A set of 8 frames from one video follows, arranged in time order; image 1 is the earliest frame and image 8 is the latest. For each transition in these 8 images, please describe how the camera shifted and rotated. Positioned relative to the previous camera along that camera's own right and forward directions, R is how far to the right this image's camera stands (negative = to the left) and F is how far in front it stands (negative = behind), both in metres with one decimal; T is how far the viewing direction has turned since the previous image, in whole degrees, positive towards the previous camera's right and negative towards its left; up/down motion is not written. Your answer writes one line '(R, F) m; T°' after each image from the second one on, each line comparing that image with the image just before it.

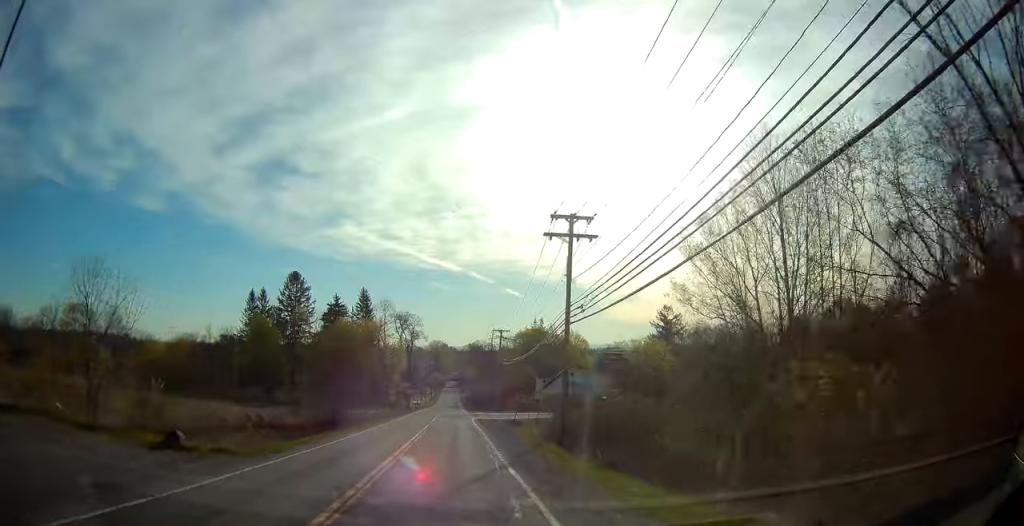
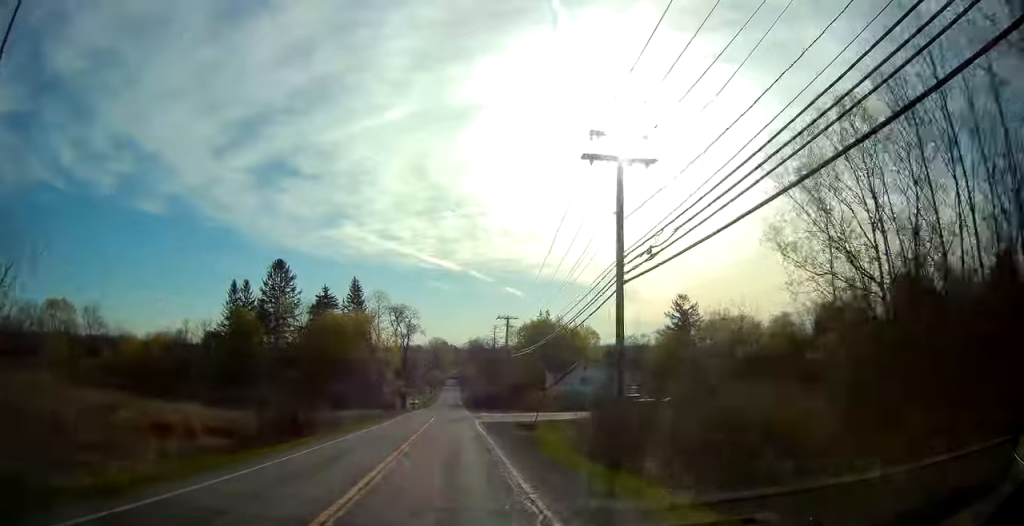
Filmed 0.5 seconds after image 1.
(0.0, +10.6) m; 0°
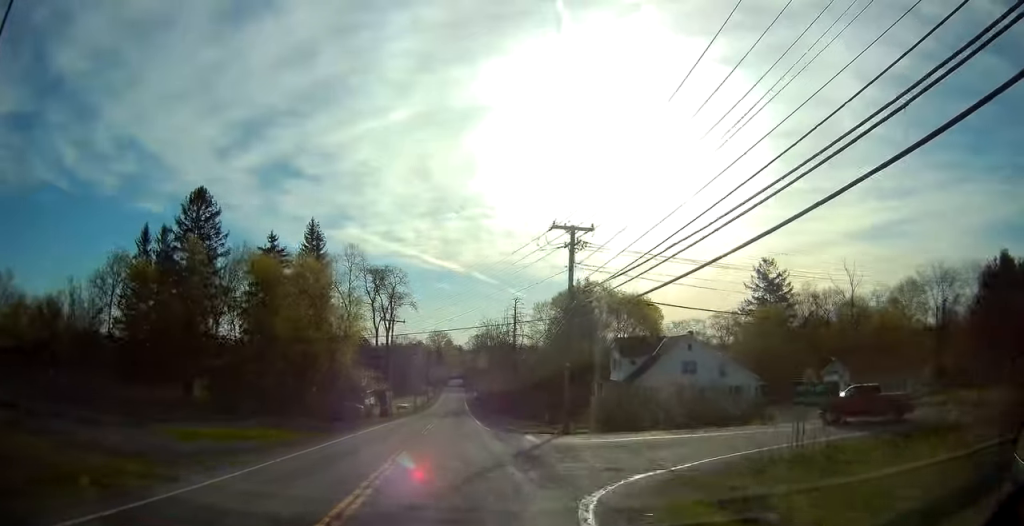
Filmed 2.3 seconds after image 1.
(-0.6, +37.4) m; -2°
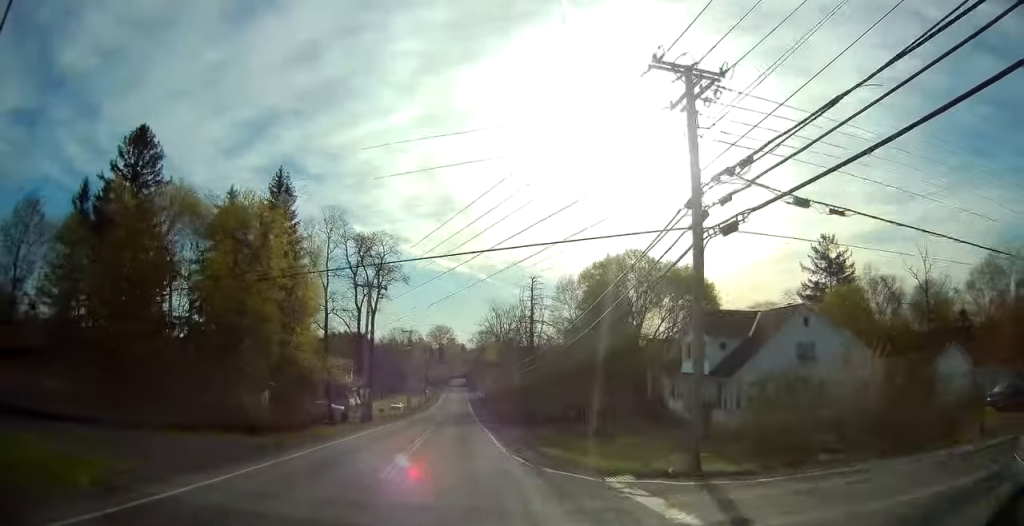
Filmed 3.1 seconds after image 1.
(0.0, +17.2) m; 0°
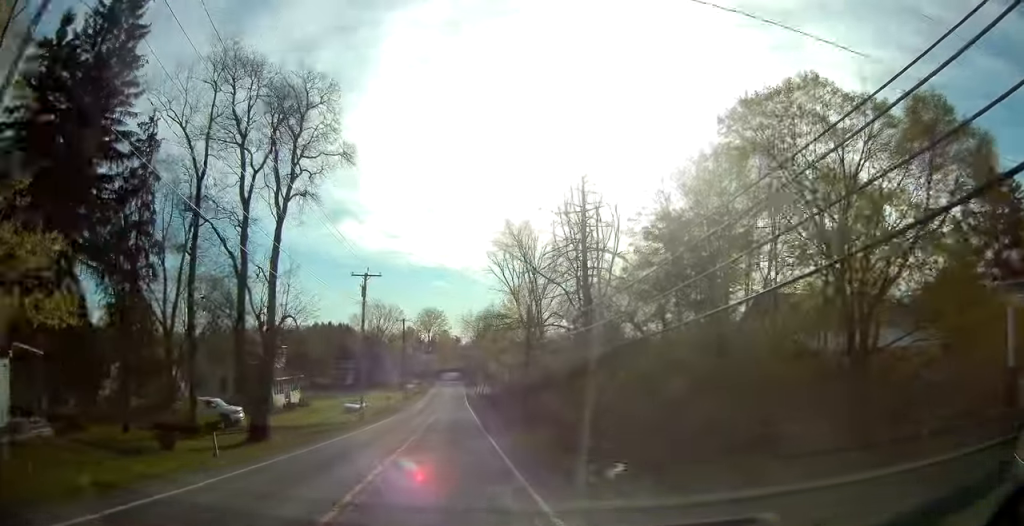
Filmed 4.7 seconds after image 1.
(+0.1, +35.3) m; +1°
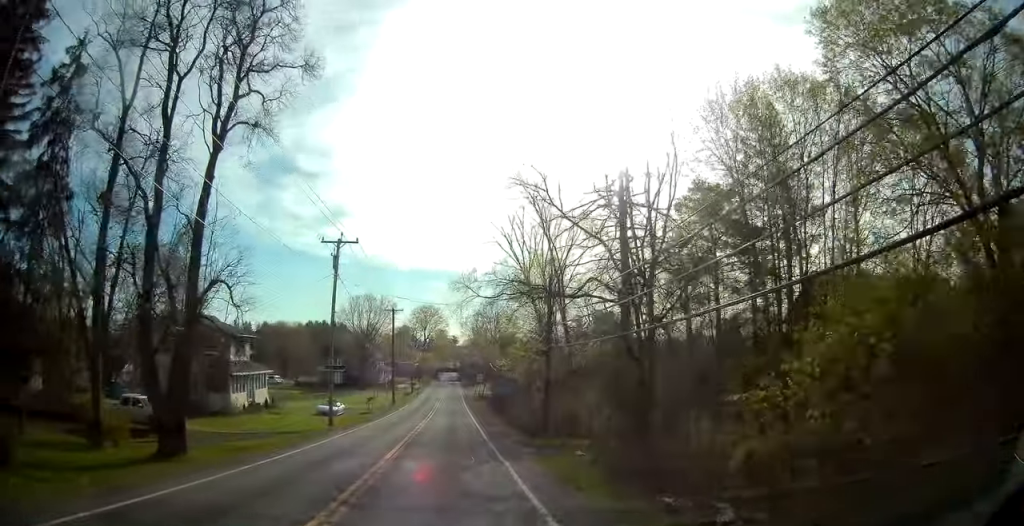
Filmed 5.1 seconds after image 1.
(-0.1, +10.3) m; 0°
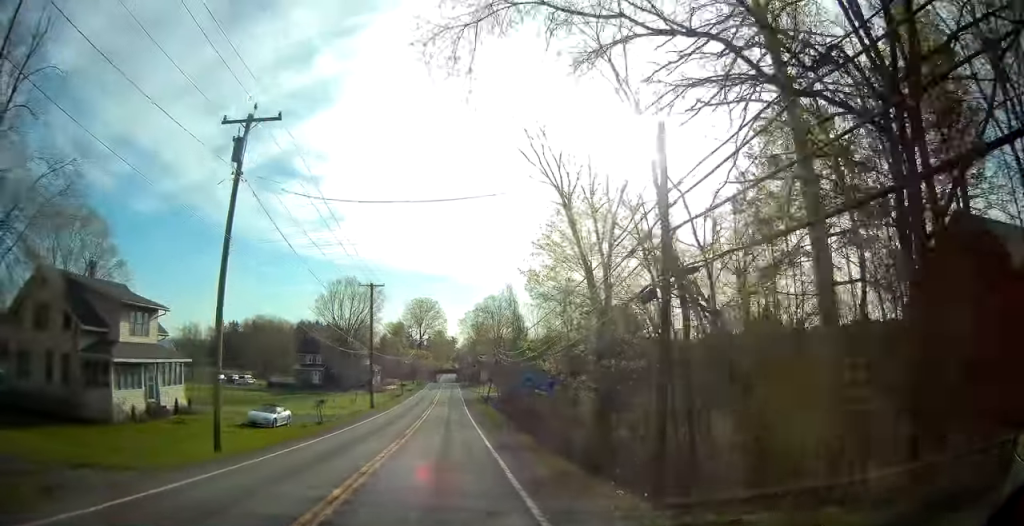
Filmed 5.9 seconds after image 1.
(+0.2, +17.6) m; 0°
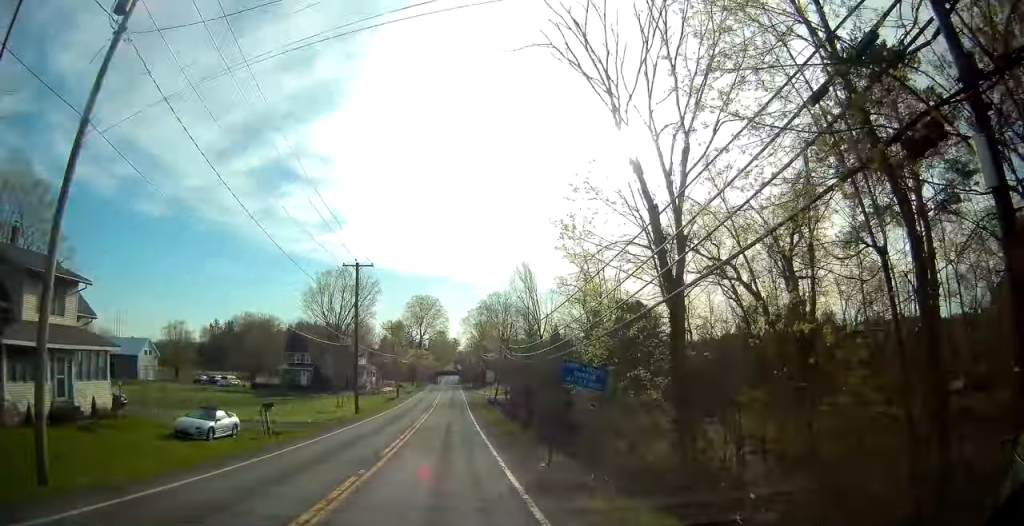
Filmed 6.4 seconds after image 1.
(+0.1, +9.5) m; 0°
